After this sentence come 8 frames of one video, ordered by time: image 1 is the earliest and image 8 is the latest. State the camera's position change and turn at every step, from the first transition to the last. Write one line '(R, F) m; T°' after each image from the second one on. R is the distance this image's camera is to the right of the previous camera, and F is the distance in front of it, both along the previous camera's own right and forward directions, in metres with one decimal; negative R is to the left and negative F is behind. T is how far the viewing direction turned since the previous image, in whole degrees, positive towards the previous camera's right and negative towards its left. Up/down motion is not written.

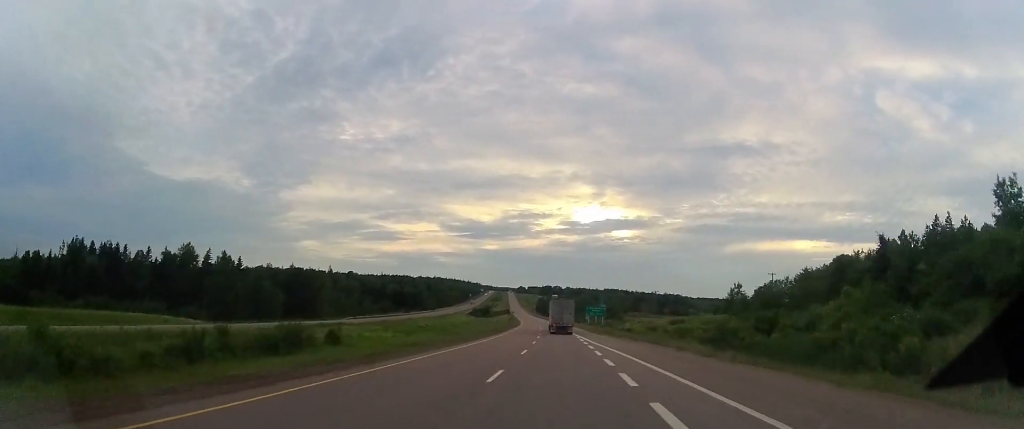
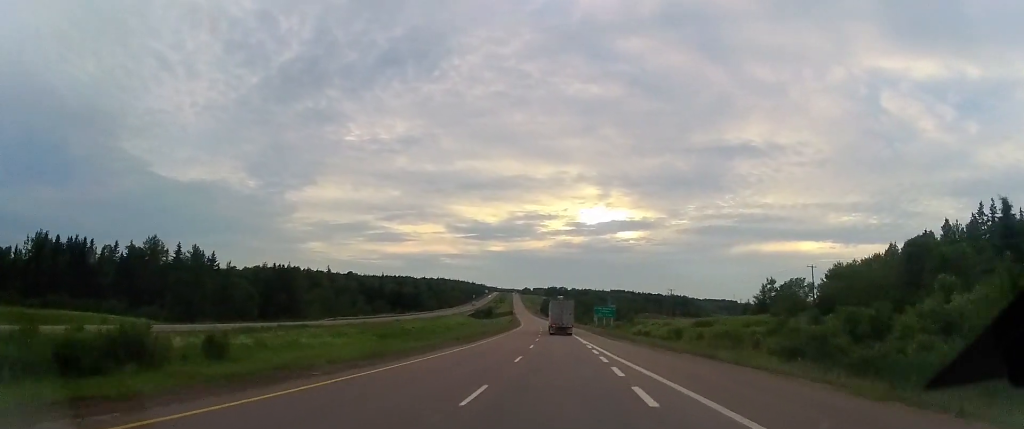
(-0.1, +15.8) m; -1°
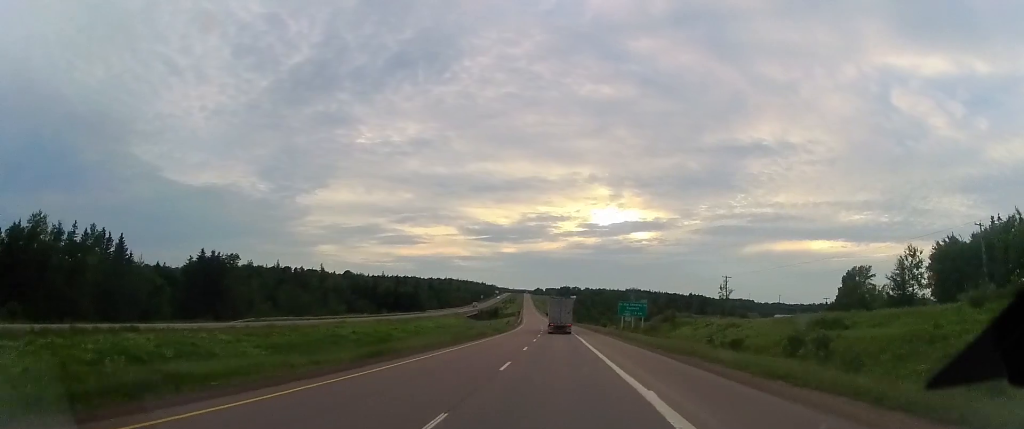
(-0.4, +39.6) m; -2°
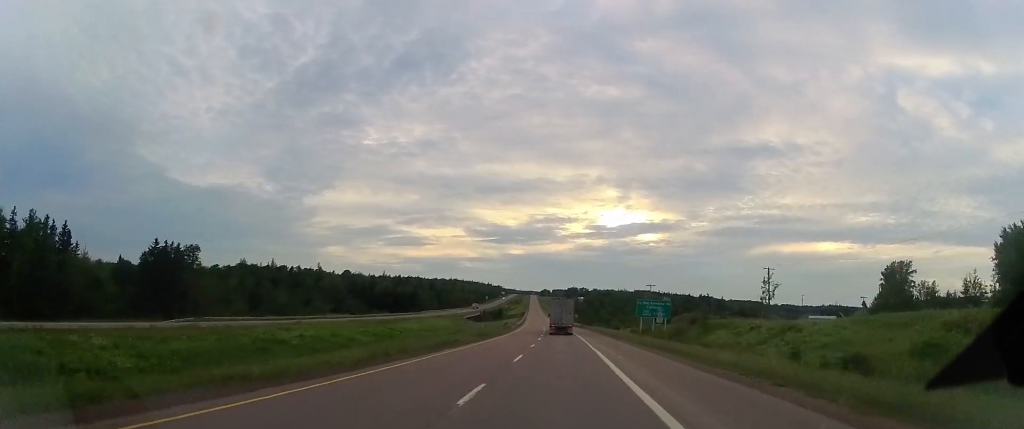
(-0.2, +18.7) m; -1°
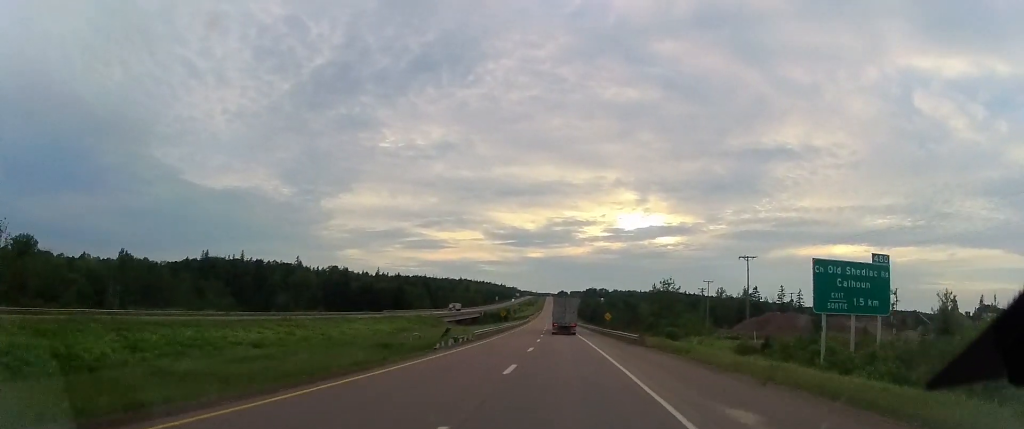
(-1.1, +63.0) m; -2°
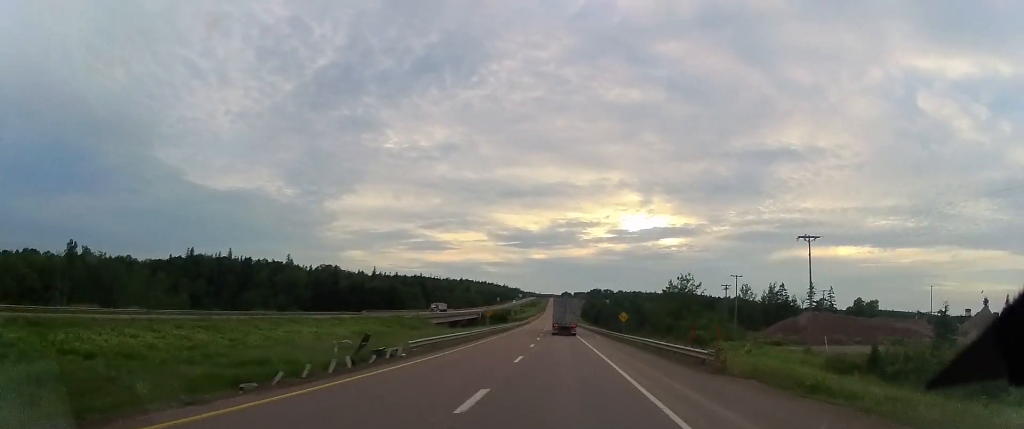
(-0.3, +18.5) m; -1°
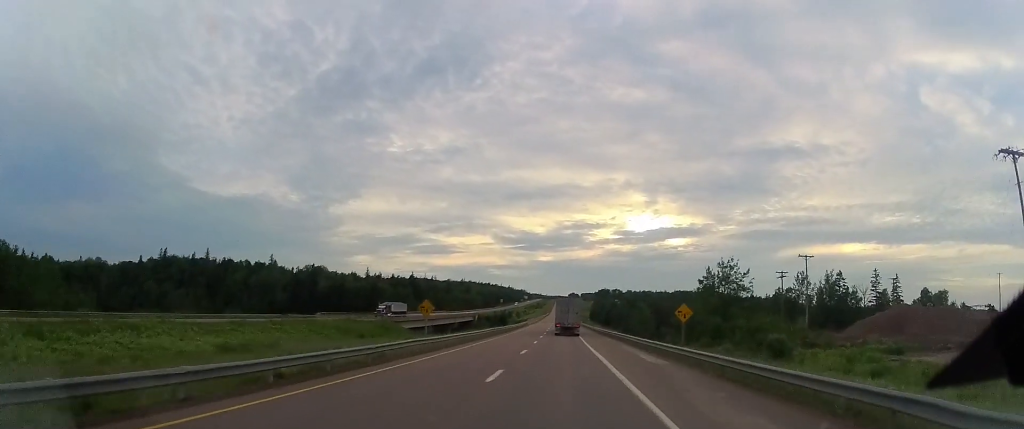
(0.0, +29.6) m; -1°
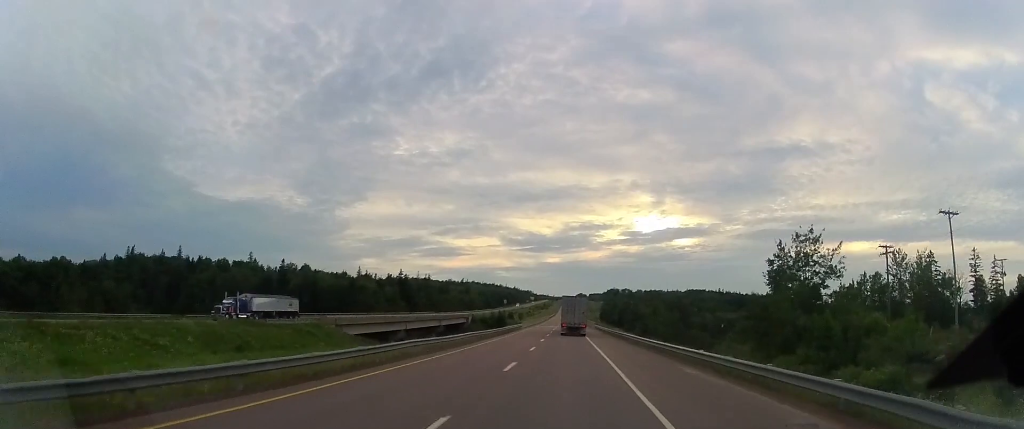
(-0.5, +31.5) m; -1°
